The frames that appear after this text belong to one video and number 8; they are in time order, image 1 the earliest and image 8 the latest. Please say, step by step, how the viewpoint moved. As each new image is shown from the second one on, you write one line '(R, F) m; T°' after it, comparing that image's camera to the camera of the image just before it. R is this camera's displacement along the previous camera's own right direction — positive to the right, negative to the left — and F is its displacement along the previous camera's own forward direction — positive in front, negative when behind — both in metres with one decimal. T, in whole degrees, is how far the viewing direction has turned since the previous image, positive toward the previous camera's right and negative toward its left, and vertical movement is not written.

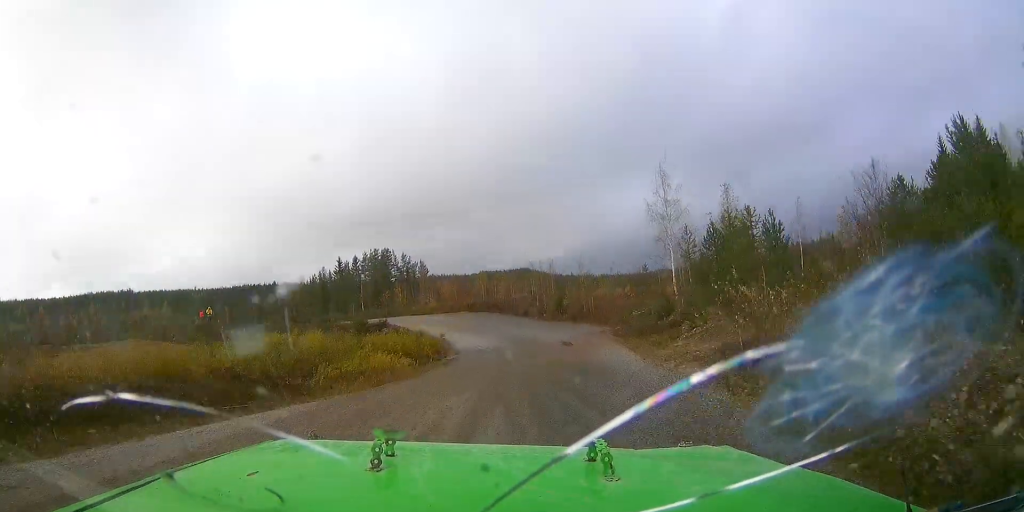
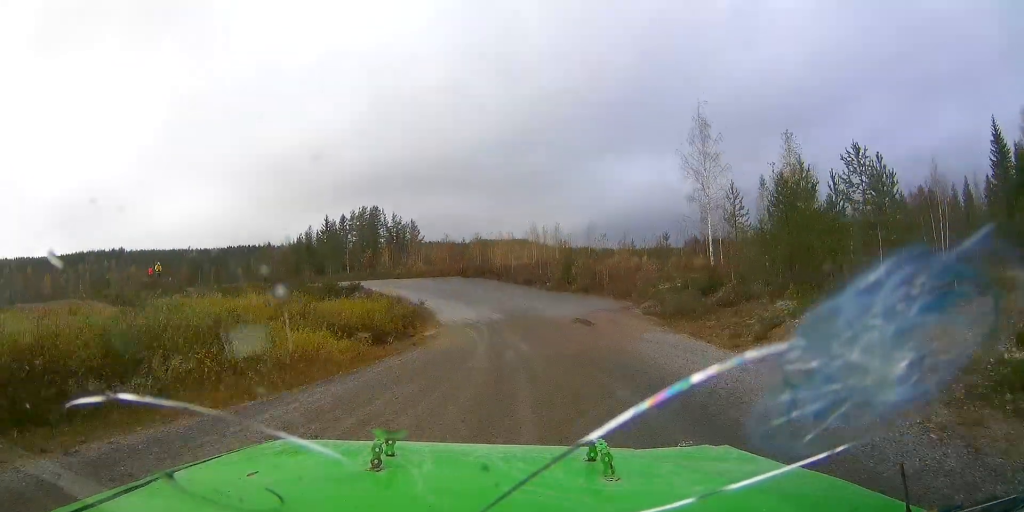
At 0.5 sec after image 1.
(+0.2, +9.1) m; -1°
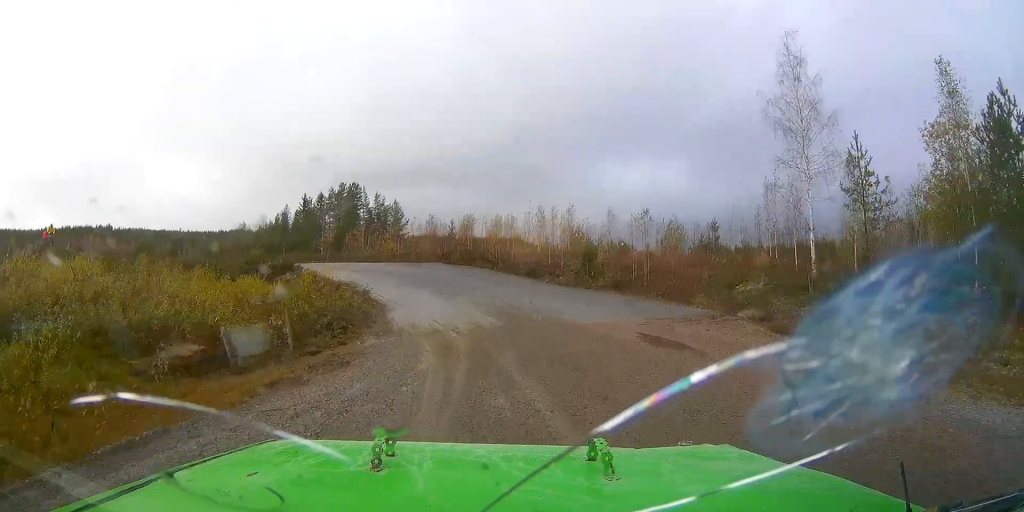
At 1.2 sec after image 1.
(-0.3, +13.6) m; -4°
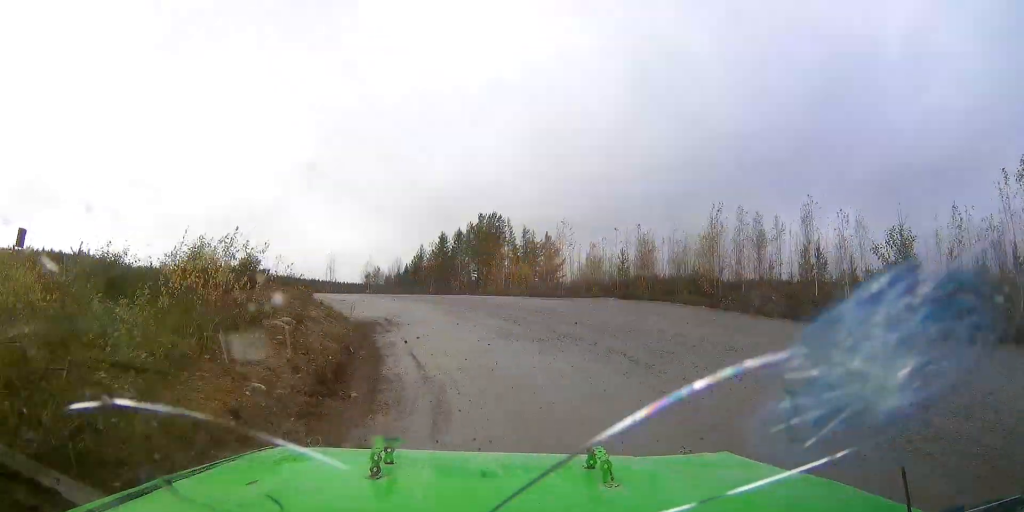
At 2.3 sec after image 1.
(-1.4, +18.4) m; -17°
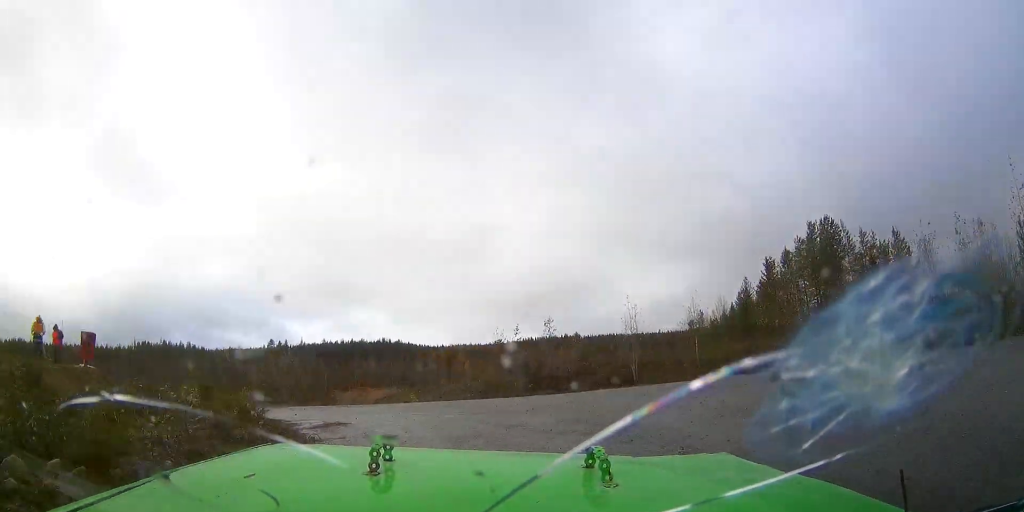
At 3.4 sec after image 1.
(-3.4, +13.8) m; -35°
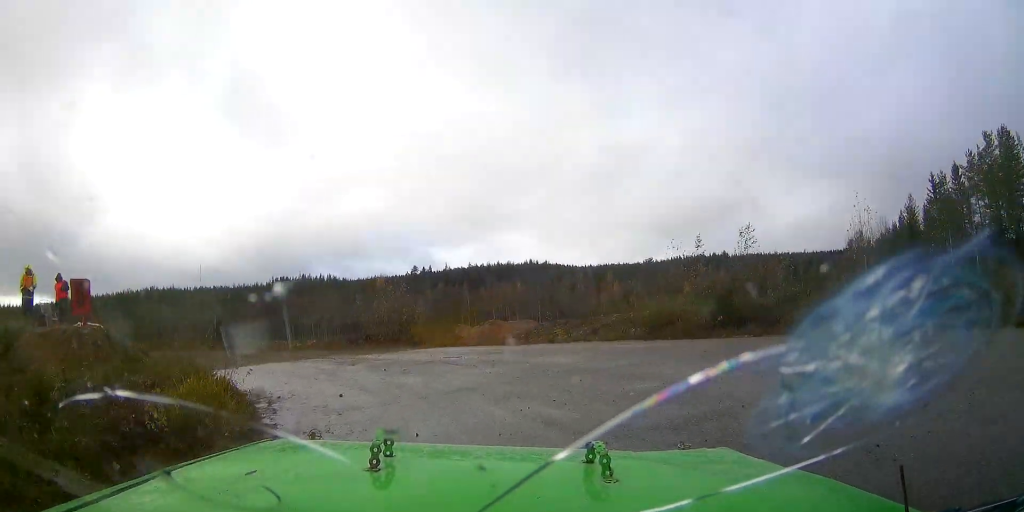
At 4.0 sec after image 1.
(-1.6, +7.4) m; -22°
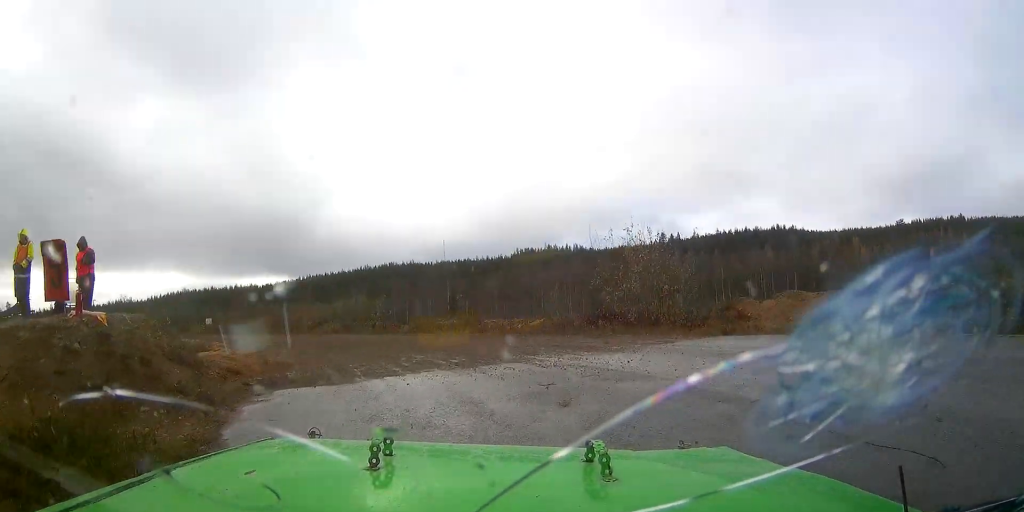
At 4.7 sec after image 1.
(-1.6, +8.5) m; -21°
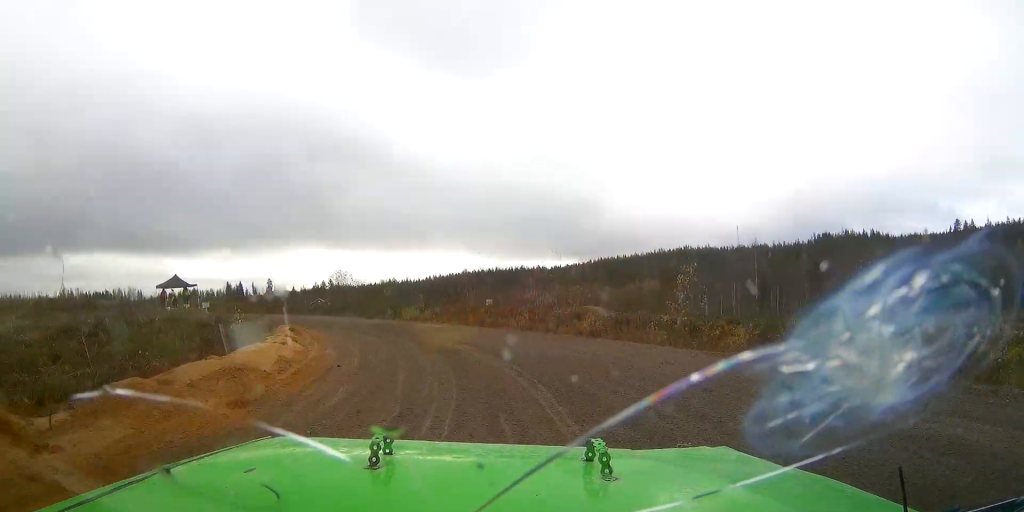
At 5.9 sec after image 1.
(-4.1, +15.8) m; -26°
